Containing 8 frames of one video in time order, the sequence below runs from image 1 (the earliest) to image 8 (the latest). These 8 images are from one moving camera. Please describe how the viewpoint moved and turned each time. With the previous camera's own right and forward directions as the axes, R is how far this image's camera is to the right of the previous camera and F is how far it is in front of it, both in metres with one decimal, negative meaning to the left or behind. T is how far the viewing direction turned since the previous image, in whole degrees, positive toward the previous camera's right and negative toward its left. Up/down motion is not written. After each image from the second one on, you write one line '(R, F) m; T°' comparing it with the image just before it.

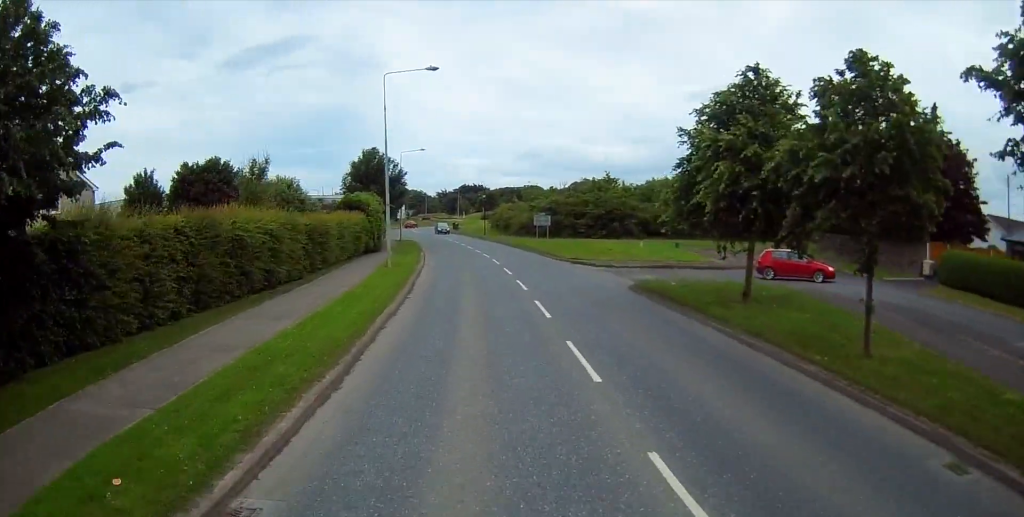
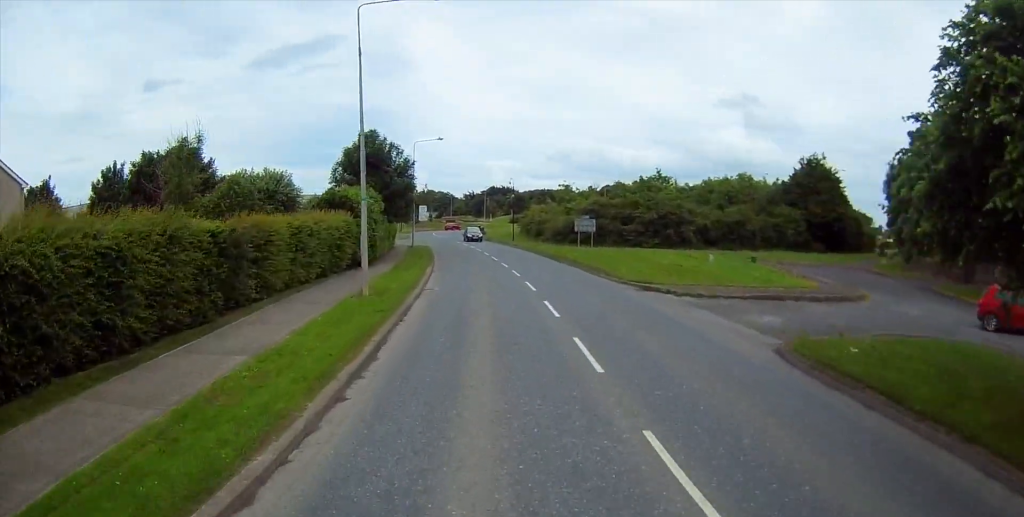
(-0.2, +11.6) m; -1°
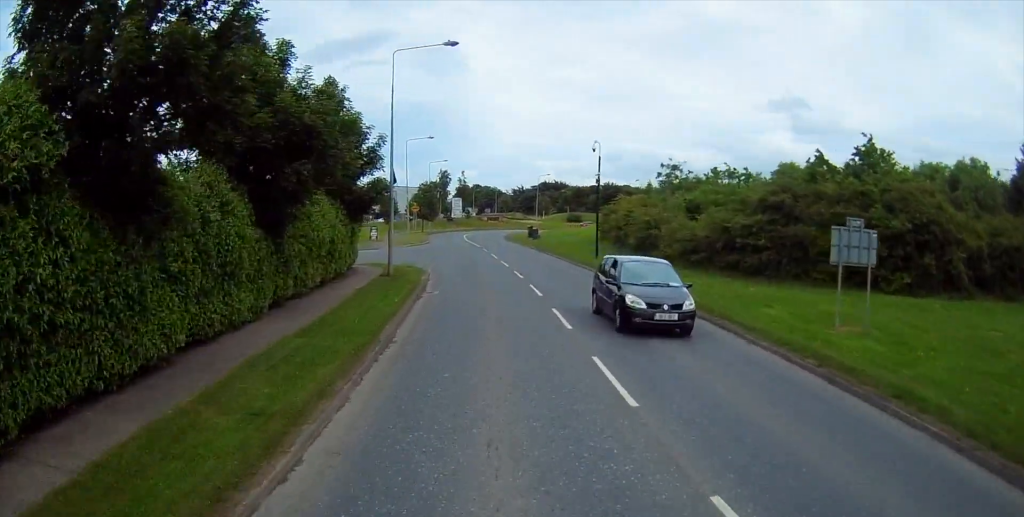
(-2.1, +32.5) m; -6°
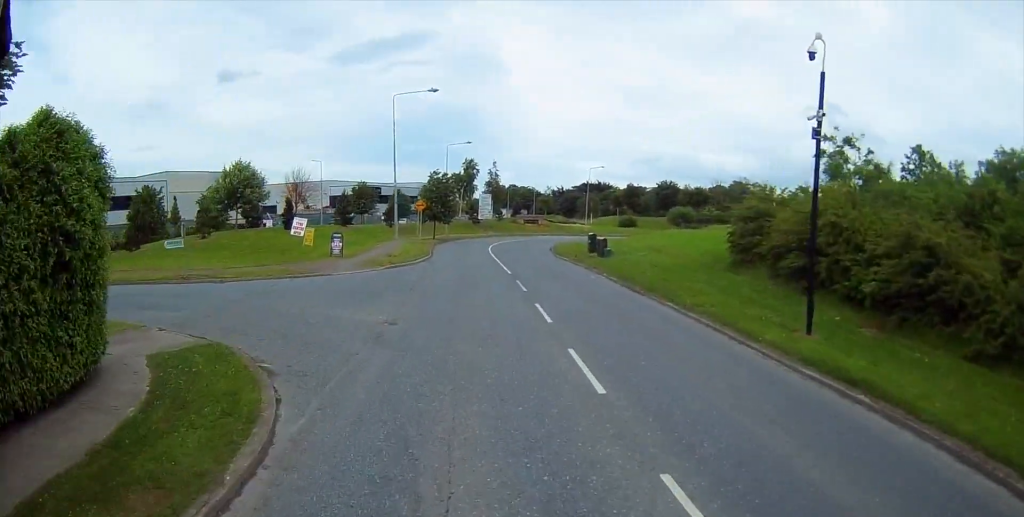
(+0.1, +24.2) m; -2°
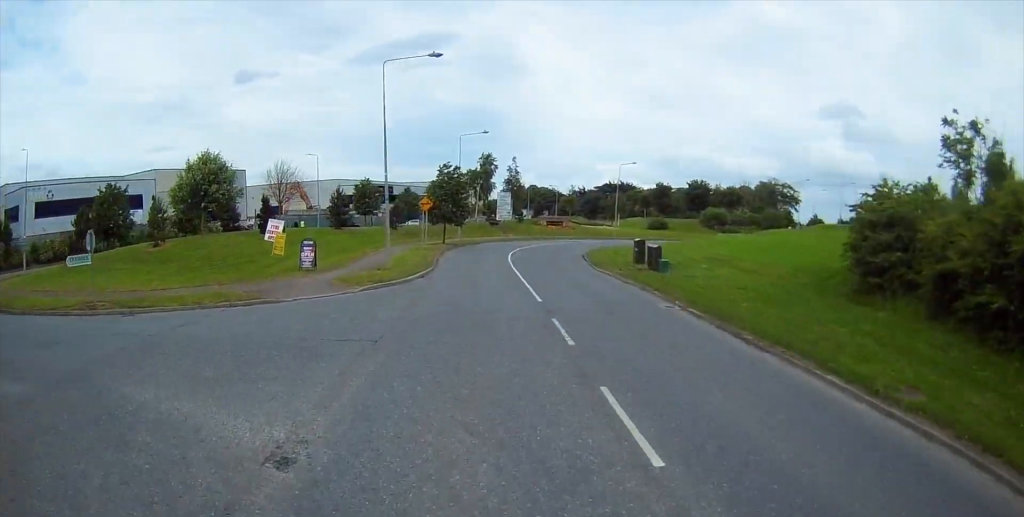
(-0.2, +9.1) m; -2°
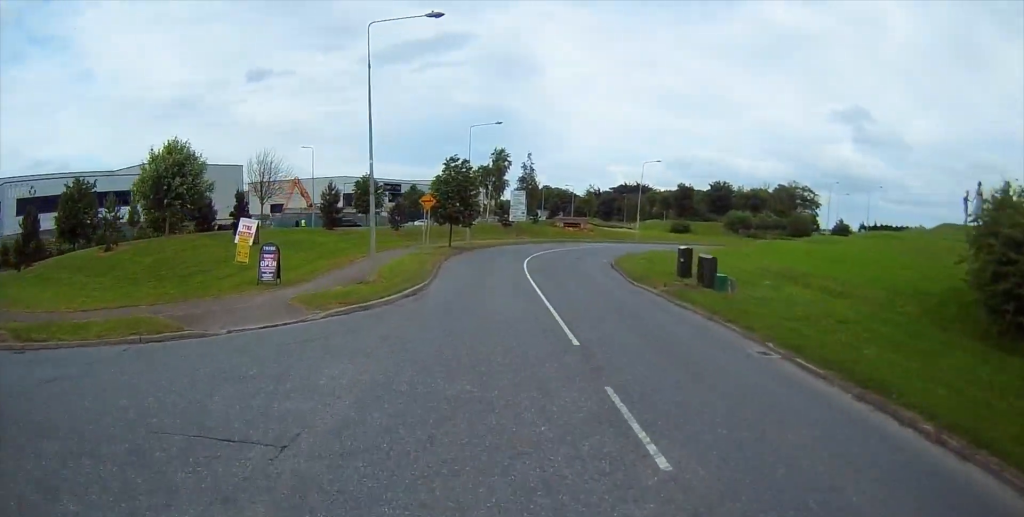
(-0.1, +6.3) m; -1°
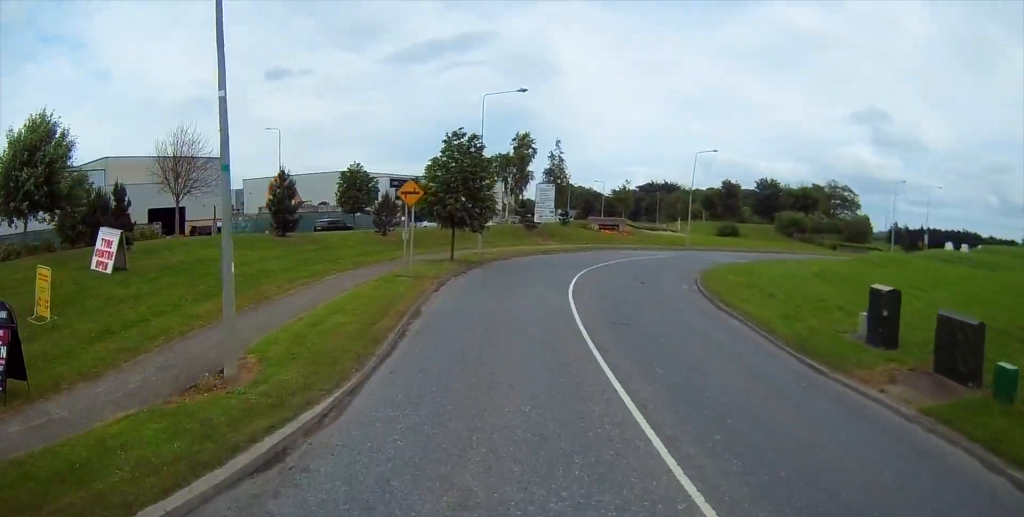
(-0.1, +14.3) m; -1°
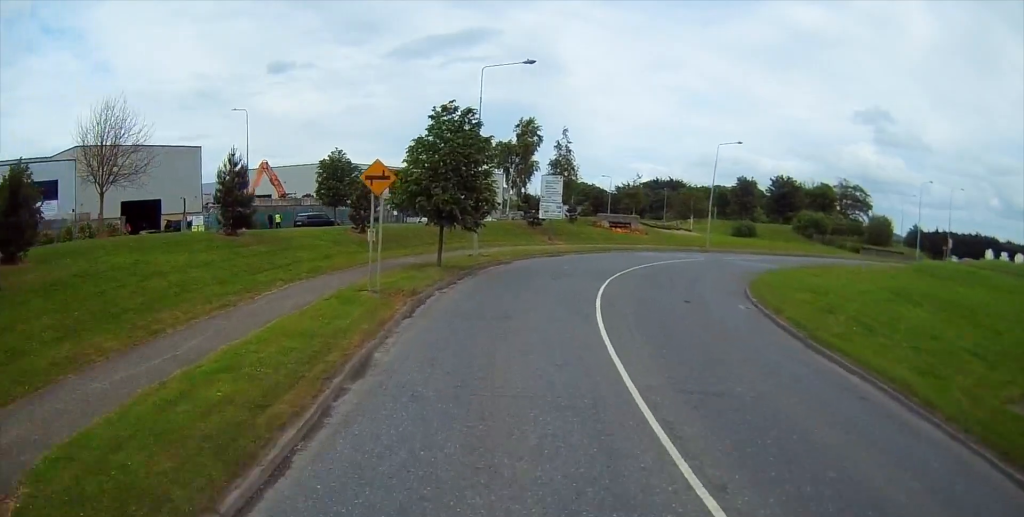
(-0.1, +6.6) m; 0°
